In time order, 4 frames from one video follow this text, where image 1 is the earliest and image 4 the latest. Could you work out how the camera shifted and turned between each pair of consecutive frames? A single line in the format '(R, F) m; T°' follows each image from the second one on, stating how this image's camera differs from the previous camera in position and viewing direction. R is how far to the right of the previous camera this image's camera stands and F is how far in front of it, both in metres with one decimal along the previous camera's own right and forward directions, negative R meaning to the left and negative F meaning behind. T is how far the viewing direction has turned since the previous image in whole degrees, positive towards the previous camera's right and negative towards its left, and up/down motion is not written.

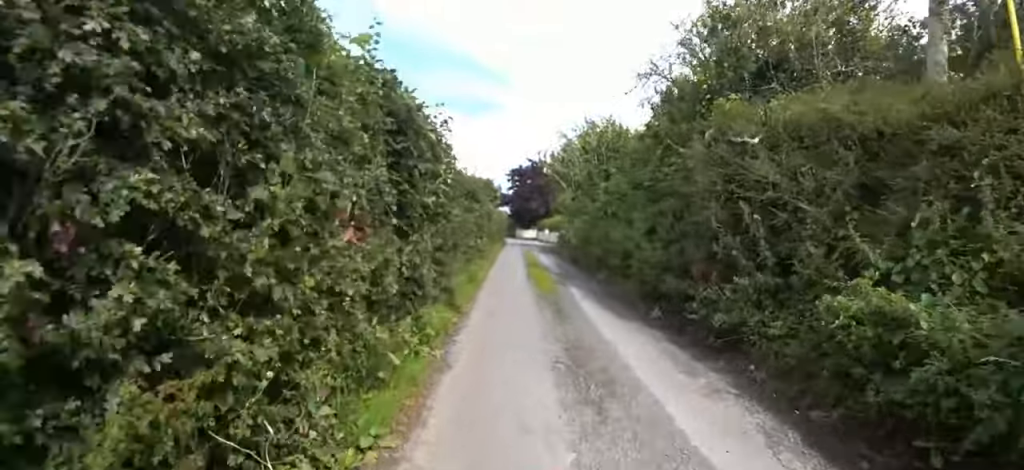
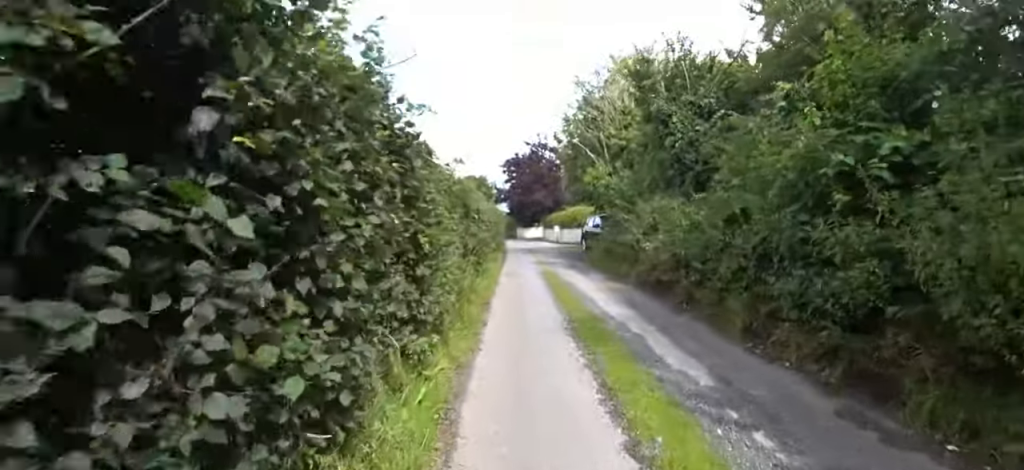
(-1.3, +8.7) m; -4°
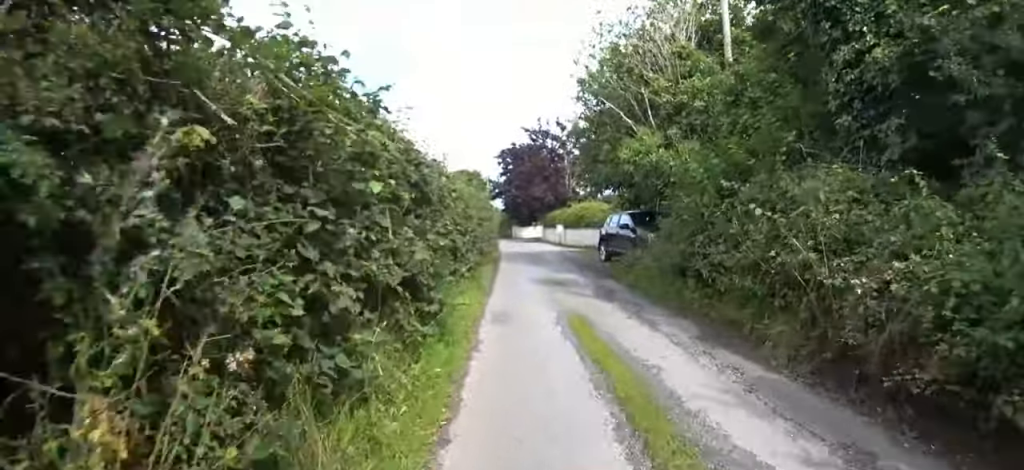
(+0.9, +5.0) m; +5°
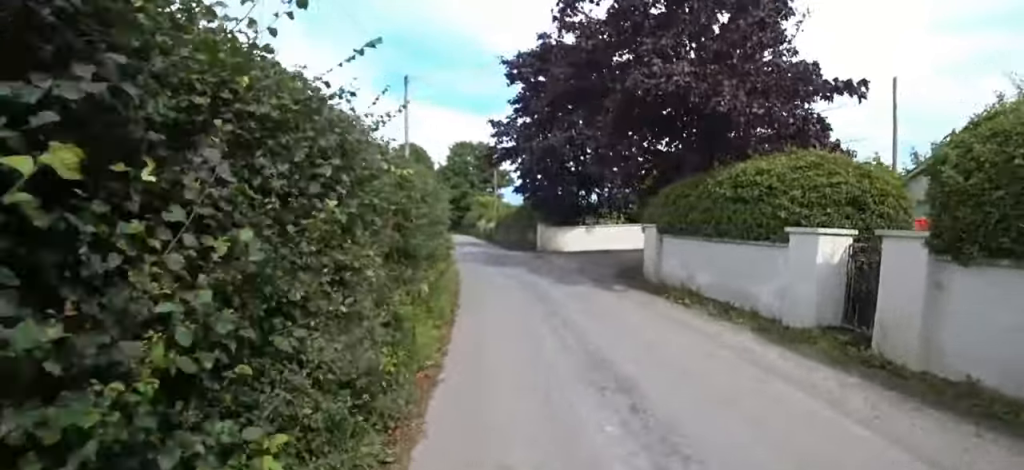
(-3.2, +22.9) m; -15°
